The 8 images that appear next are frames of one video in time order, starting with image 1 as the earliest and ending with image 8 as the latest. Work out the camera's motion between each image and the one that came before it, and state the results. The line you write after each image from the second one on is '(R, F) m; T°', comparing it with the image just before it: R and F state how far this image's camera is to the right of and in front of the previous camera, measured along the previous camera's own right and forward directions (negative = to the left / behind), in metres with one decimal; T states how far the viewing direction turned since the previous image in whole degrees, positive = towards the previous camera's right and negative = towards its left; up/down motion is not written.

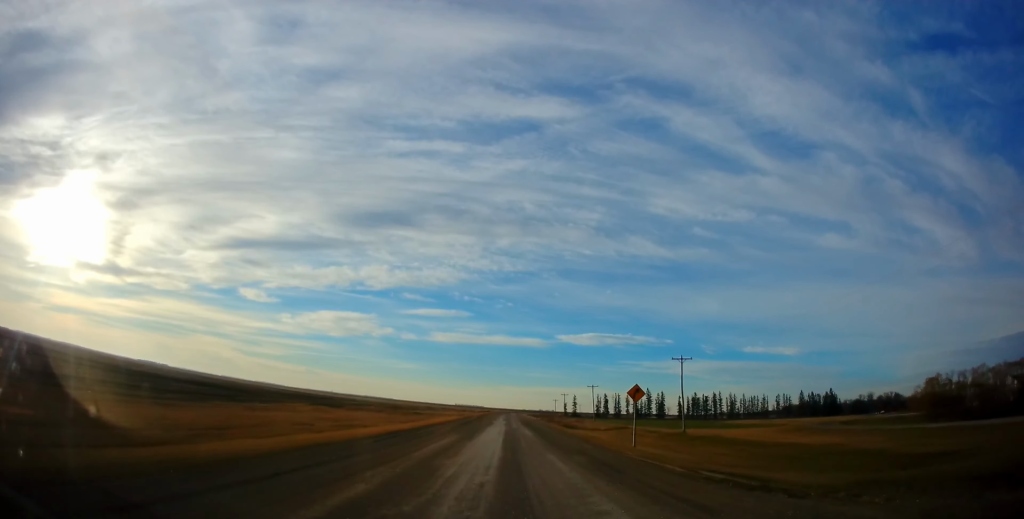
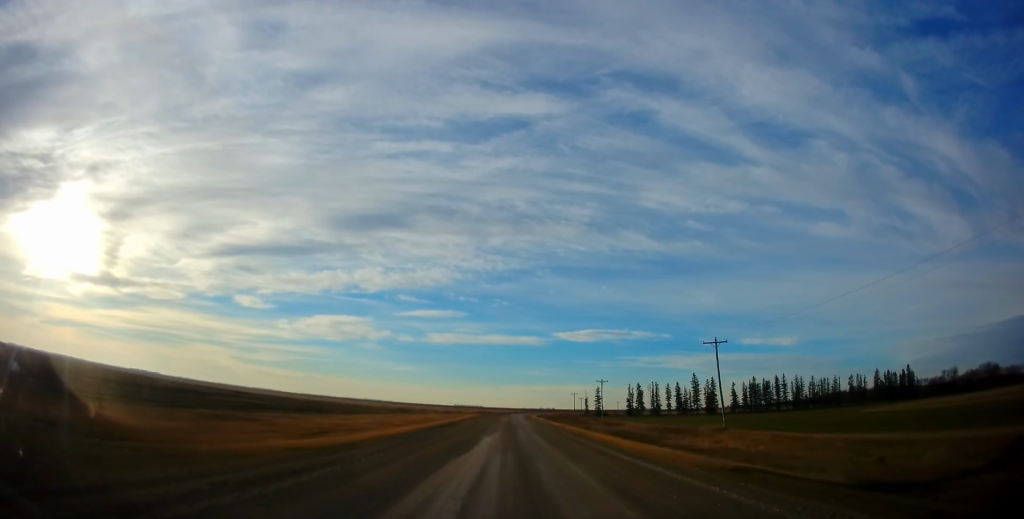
(+0.2, +72.7) m; 0°
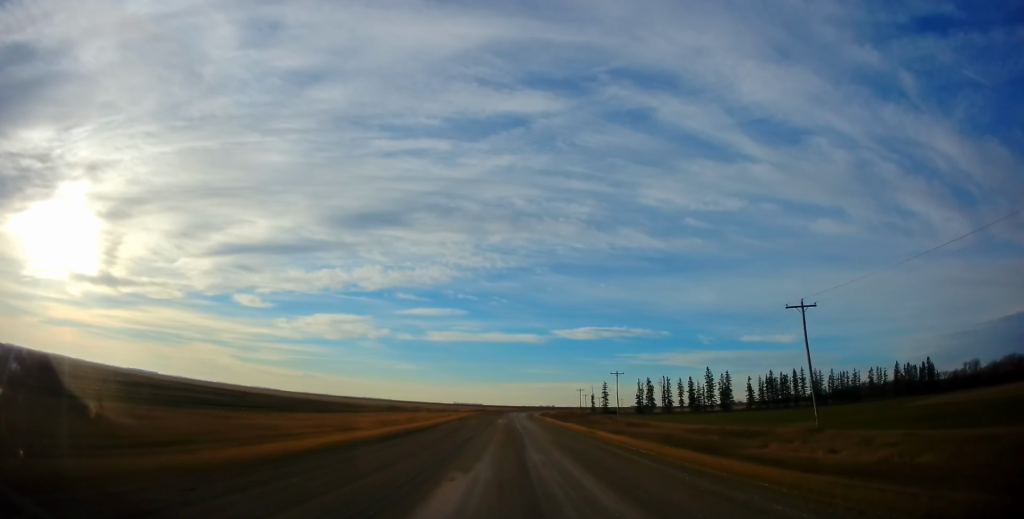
(-0.1, +15.0) m; 0°
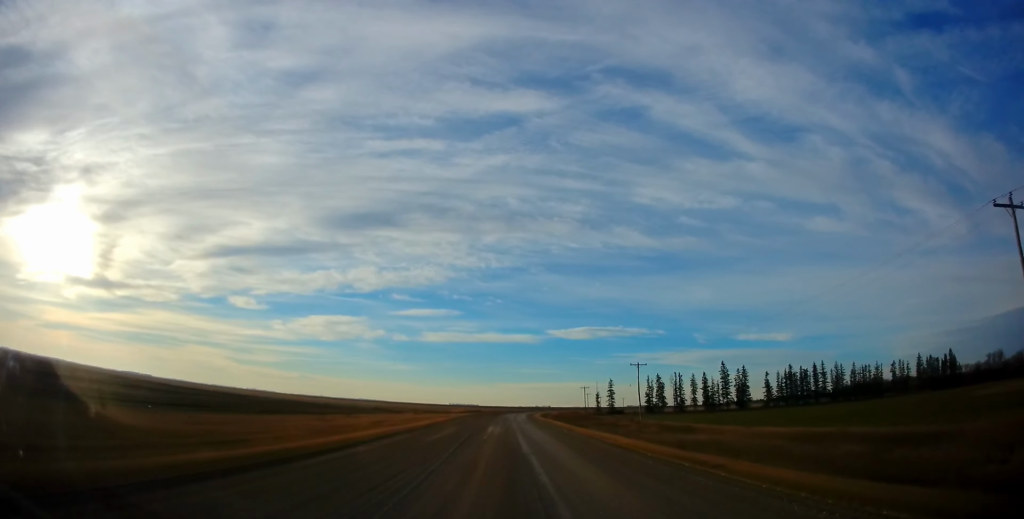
(+0.1, +17.5) m; +1°
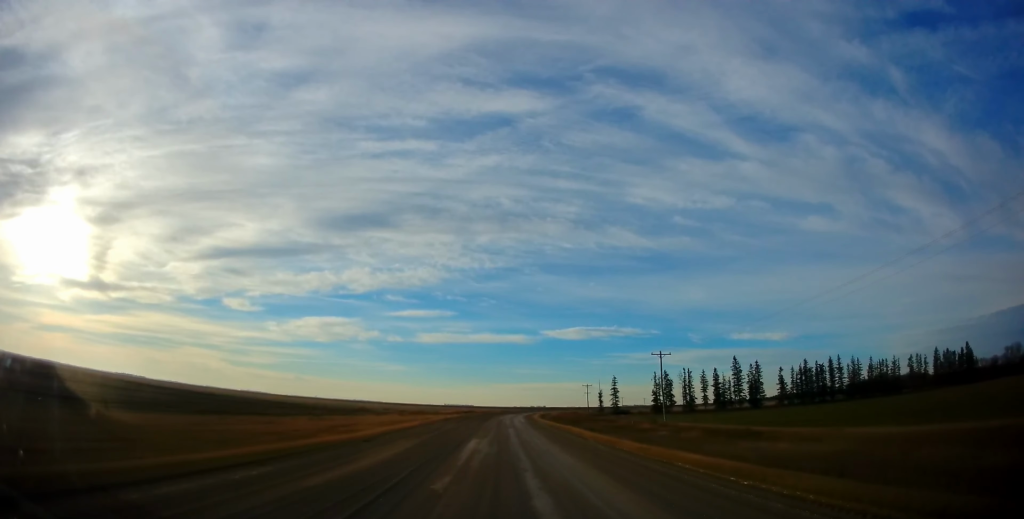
(+0.1, +14.5) m; 0°
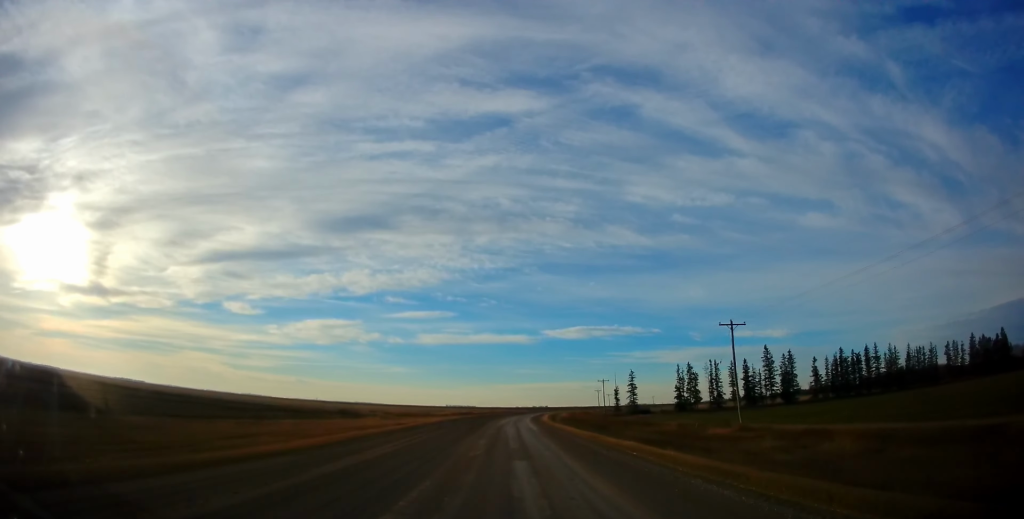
(0.0, +23.6) m; 0°
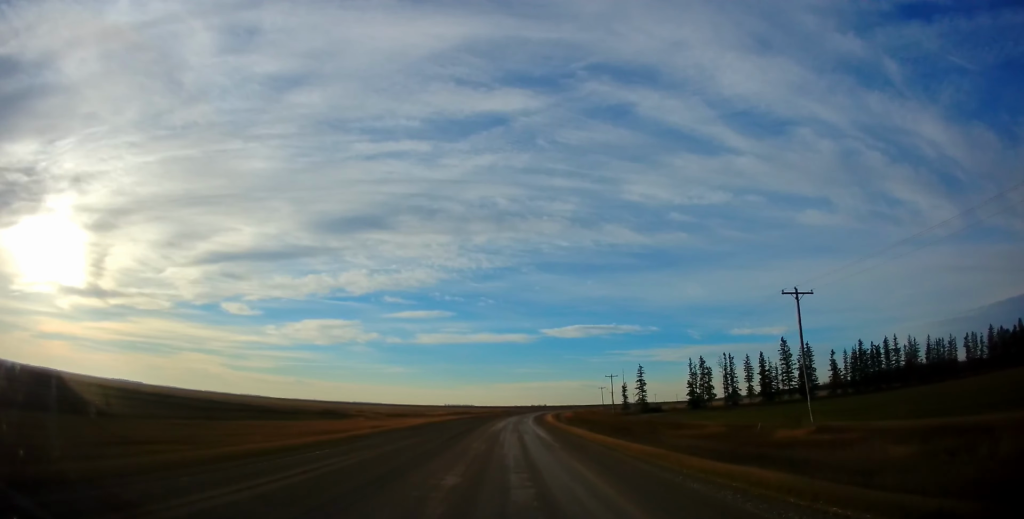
(0.0, +13.0) m; 0°
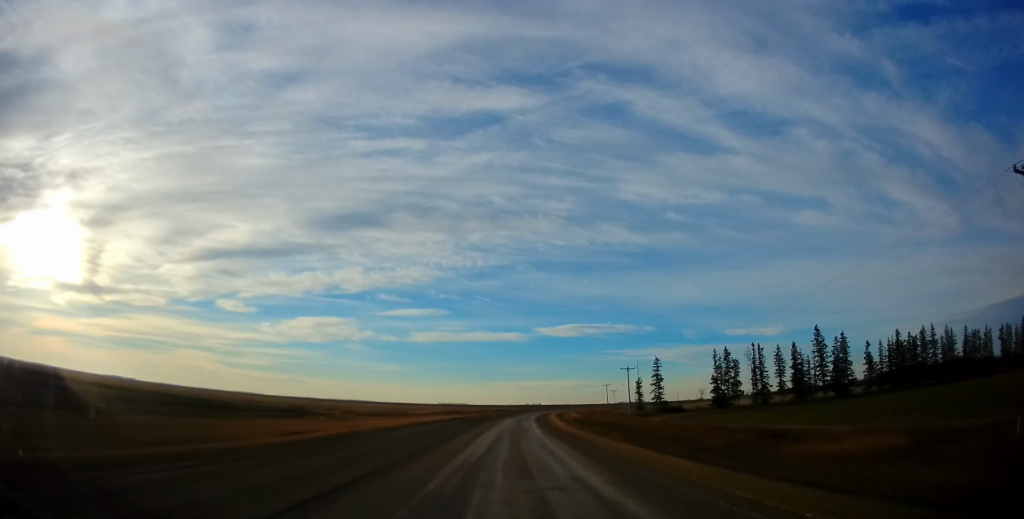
(0.0, +22.4) m; 0°
